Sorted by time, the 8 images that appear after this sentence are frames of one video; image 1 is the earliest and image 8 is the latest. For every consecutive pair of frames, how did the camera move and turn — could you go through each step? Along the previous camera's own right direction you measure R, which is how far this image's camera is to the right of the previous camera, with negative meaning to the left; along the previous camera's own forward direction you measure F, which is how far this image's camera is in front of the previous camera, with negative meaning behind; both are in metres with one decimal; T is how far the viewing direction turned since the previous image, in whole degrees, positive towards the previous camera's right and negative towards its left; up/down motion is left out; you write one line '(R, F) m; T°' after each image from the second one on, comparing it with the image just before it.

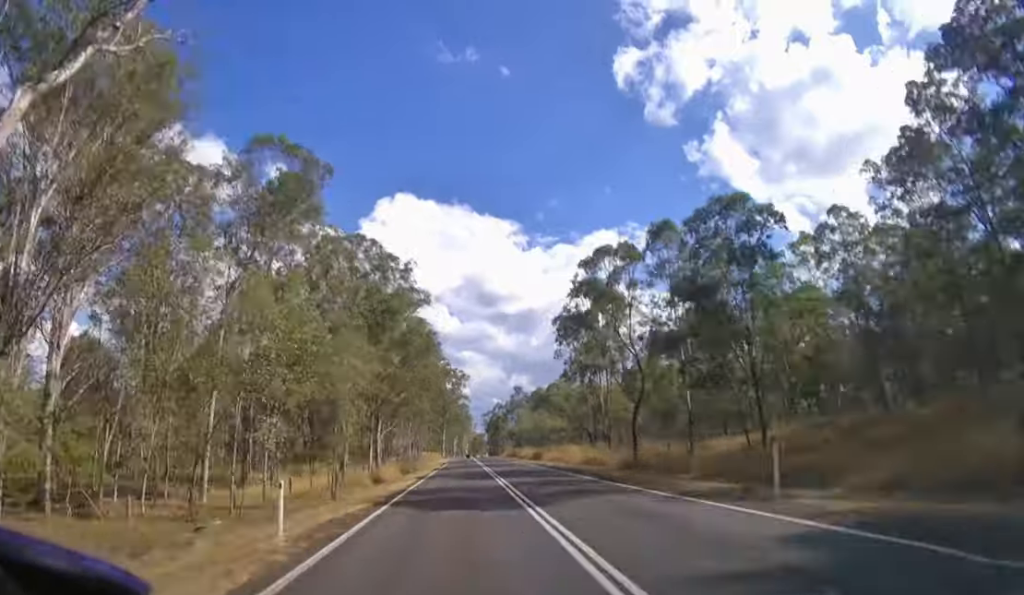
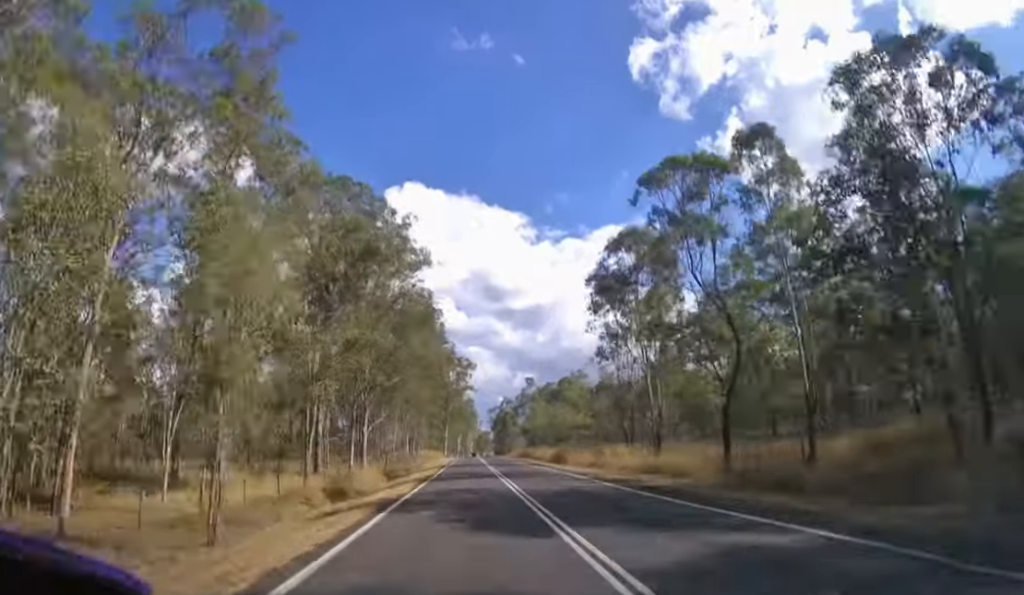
(0.0, +14.0) m; 0°
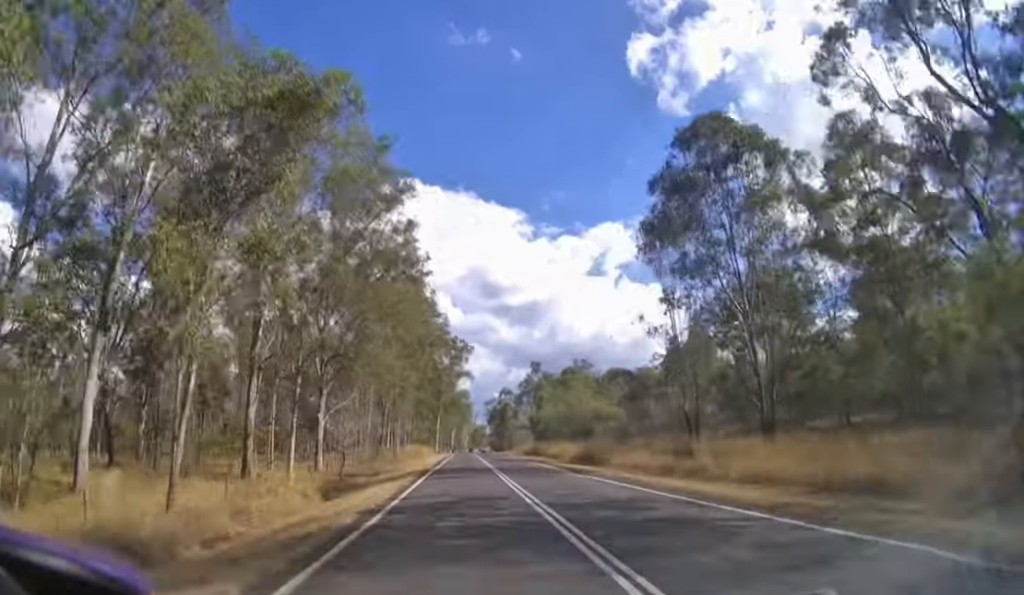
(0.0, +16.1) m; 0°
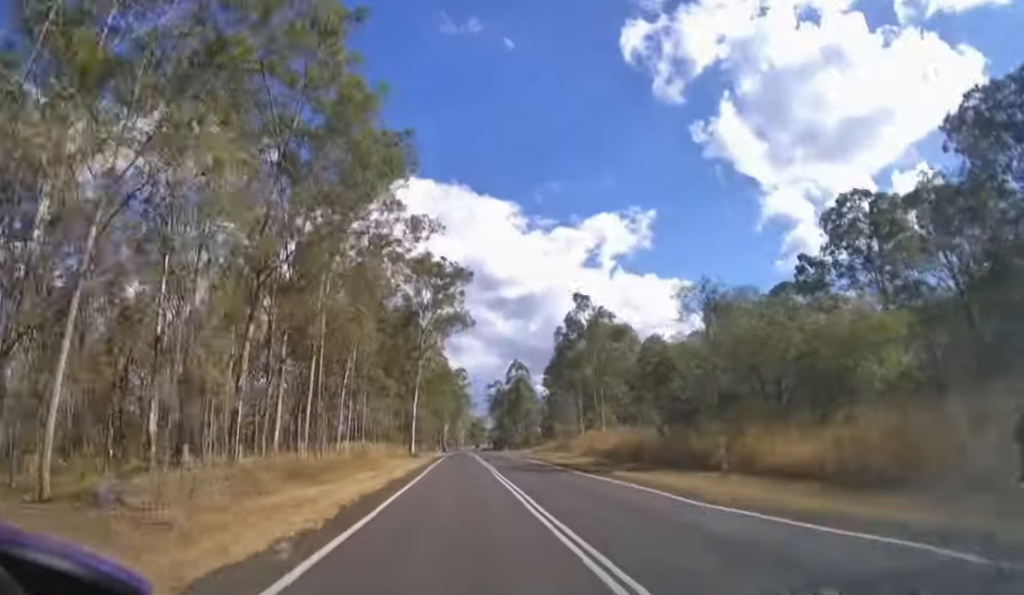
(+0.1, +48.2) m; 0°
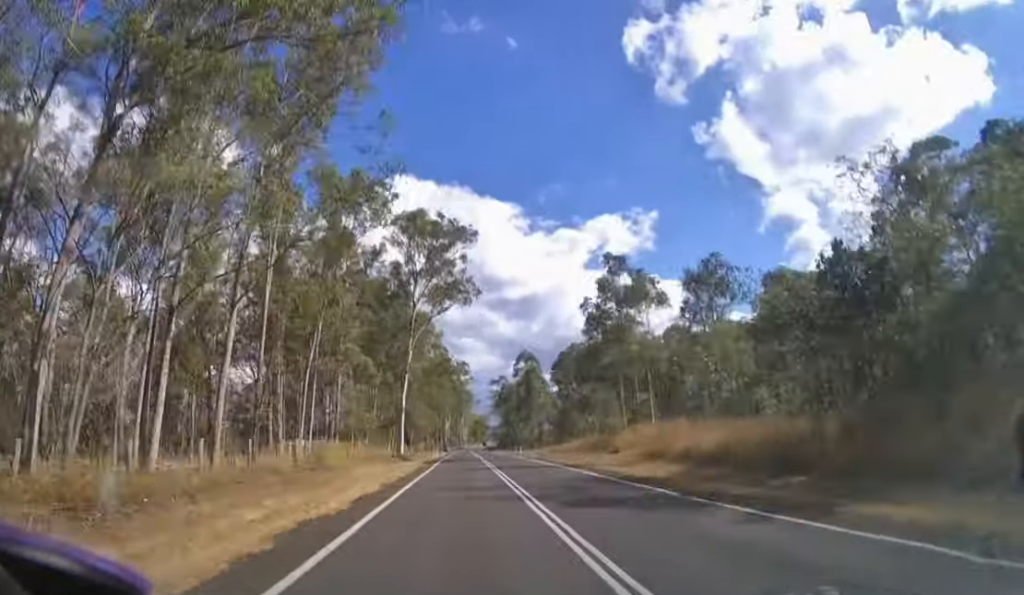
(0.0, +13.1) m; 0°
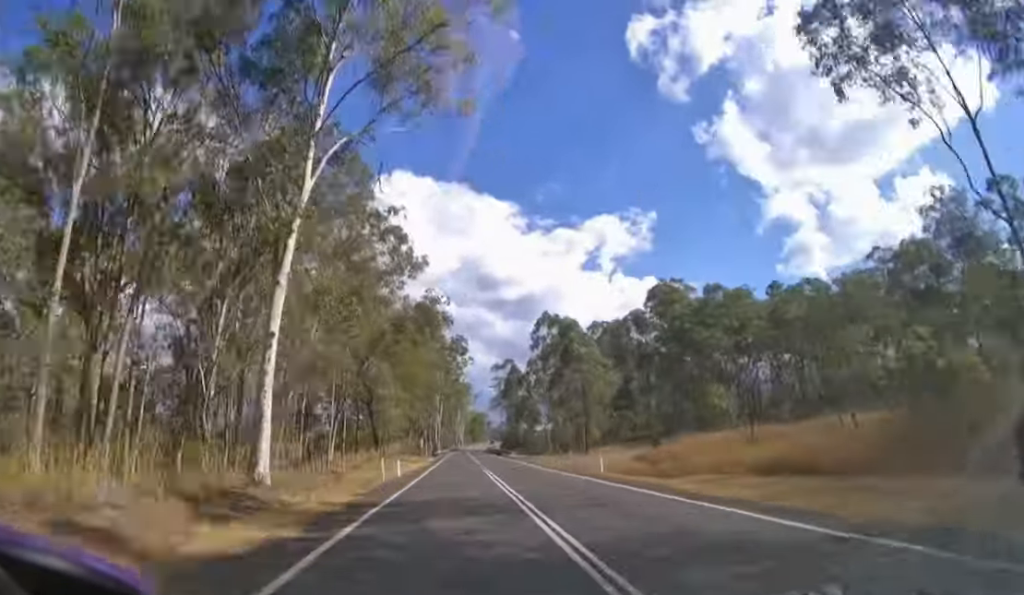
(0.0, +31.4) m; 0°
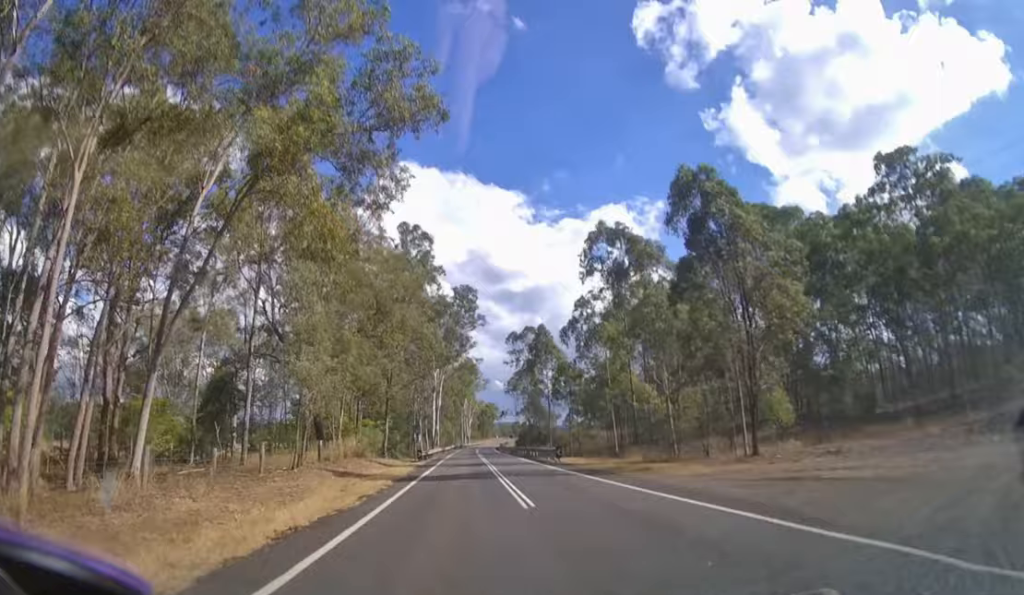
(0.0, +27.5) m; 0°
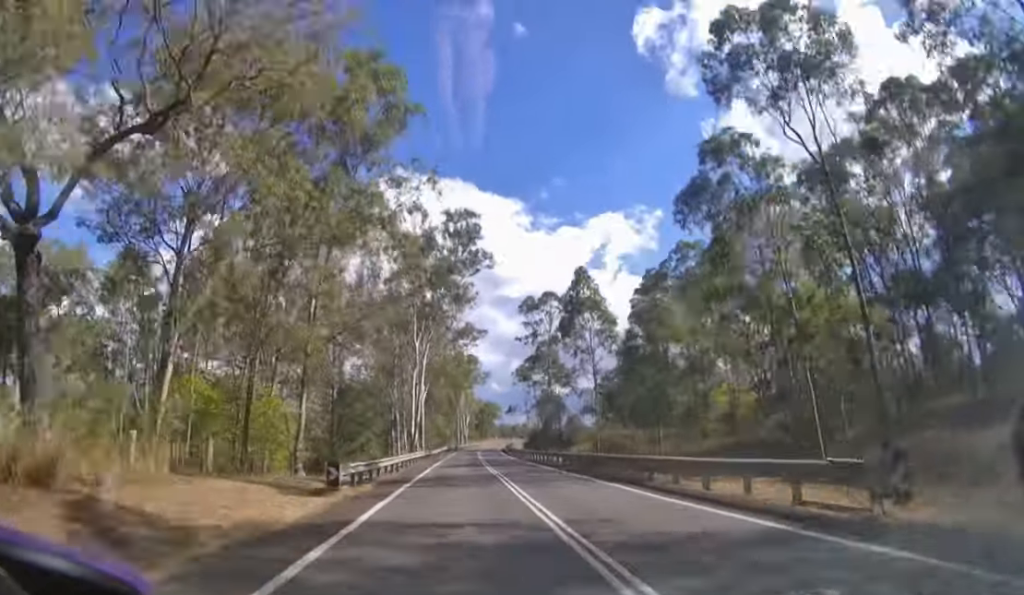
(0.0, +22.1) m; 0°
